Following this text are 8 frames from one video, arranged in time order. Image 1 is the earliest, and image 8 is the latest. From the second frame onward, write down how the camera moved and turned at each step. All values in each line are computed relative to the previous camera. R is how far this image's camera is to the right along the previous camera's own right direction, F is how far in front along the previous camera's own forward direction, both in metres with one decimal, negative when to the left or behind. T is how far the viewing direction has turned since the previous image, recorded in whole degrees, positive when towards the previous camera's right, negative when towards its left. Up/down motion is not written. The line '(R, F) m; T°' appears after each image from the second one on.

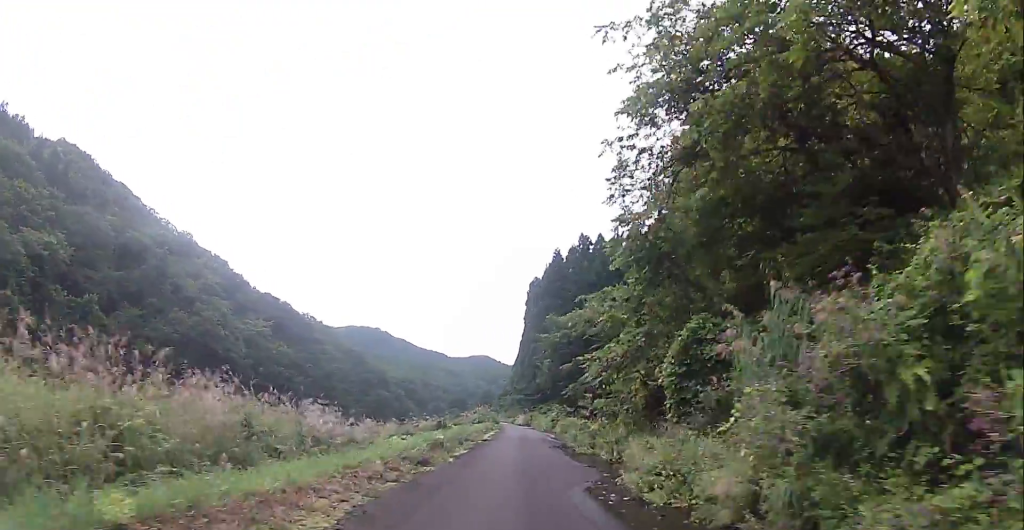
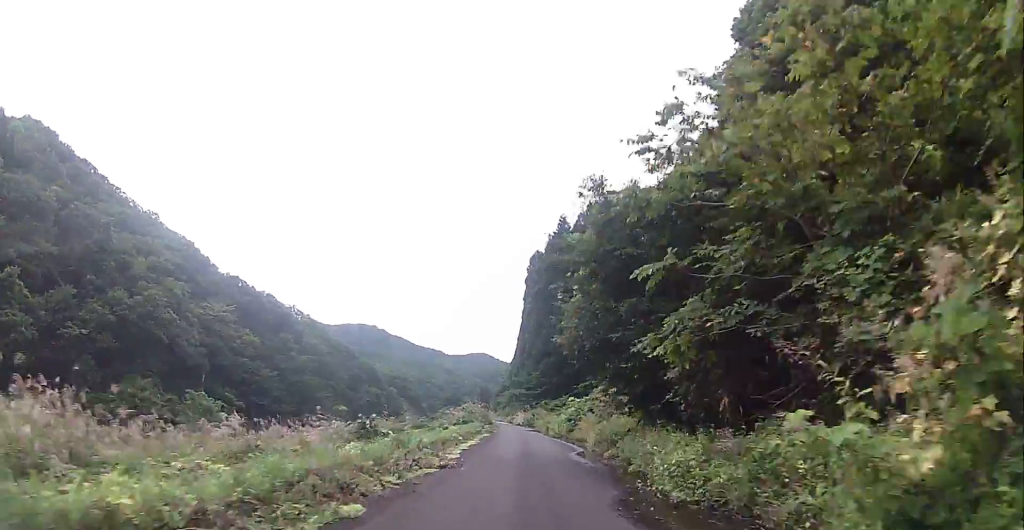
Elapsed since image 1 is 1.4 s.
(-0.3, +20.5) m; -1°
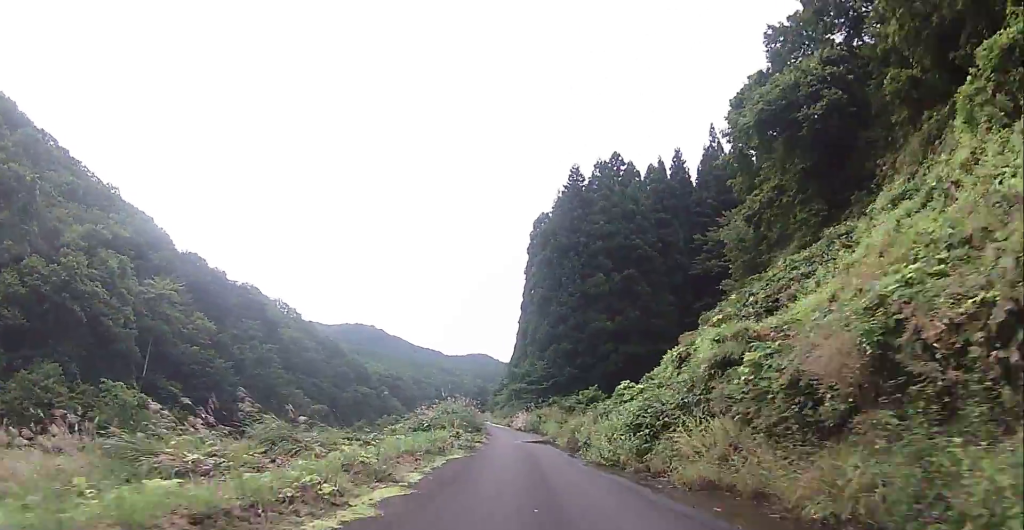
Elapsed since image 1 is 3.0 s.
(0.0, +21.2) m; +1°
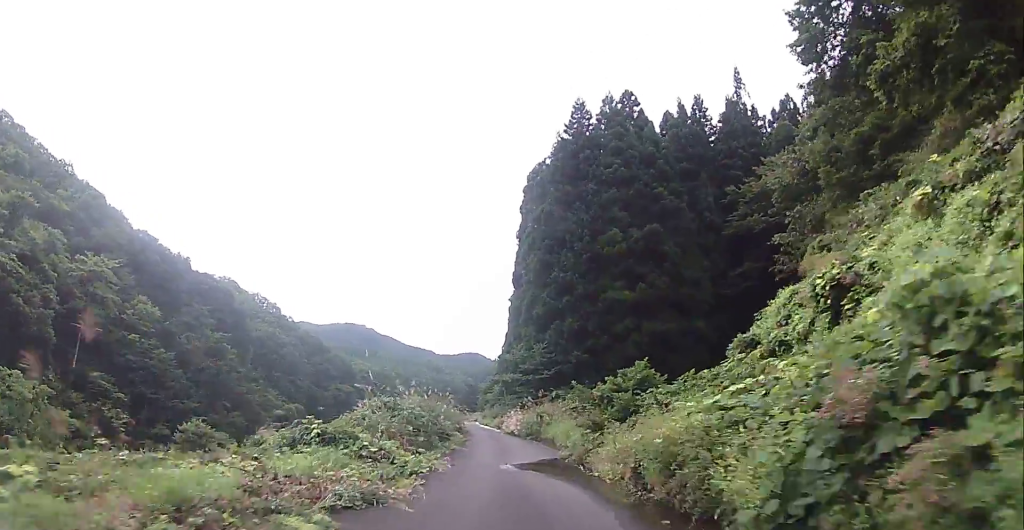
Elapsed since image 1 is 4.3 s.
(+0.2, +16.8) m; 0°
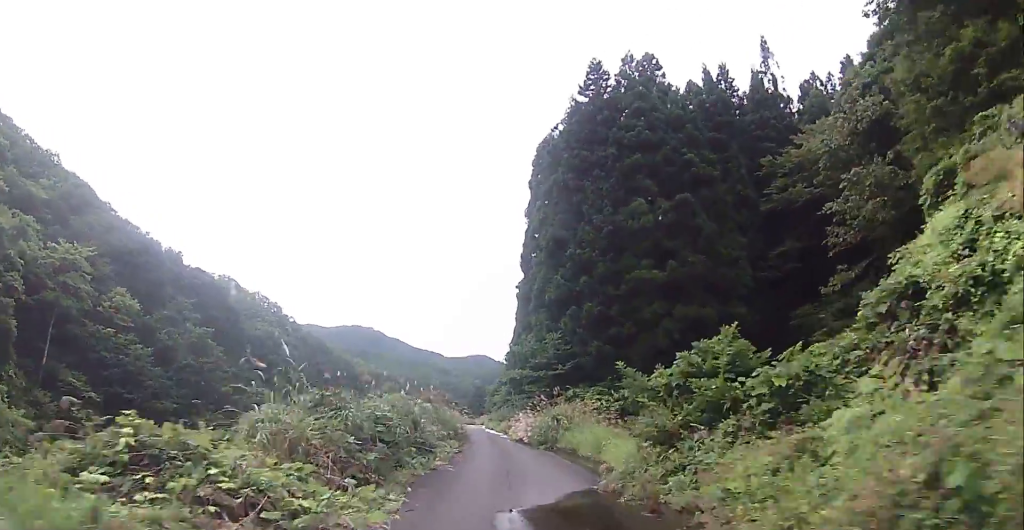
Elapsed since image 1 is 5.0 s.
(0.0, +8.2) m; 0°
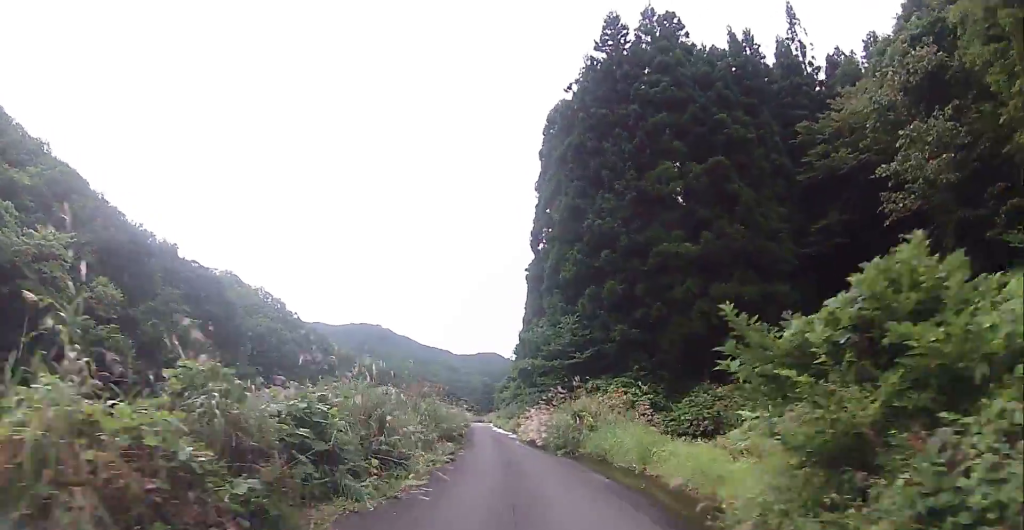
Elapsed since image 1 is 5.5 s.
(-0.1, +6.6) m; 0°
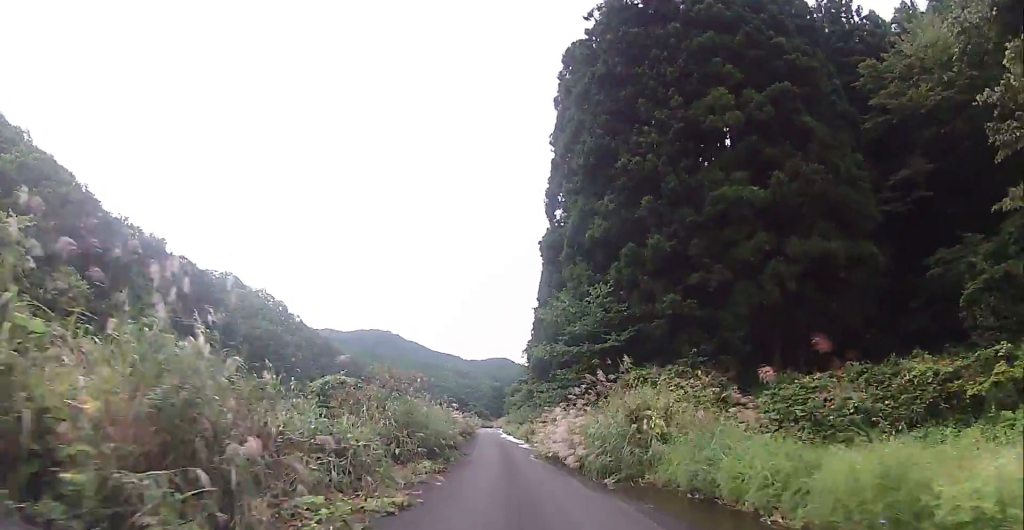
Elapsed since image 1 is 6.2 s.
(-0.1, +10.3) m; -1°
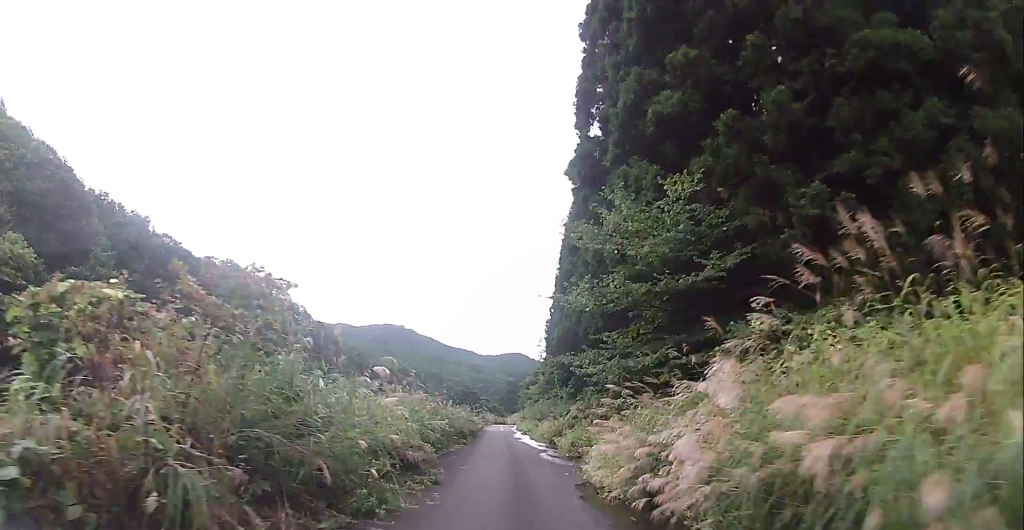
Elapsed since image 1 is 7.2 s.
(-0.1, +13.2) m; -2°
